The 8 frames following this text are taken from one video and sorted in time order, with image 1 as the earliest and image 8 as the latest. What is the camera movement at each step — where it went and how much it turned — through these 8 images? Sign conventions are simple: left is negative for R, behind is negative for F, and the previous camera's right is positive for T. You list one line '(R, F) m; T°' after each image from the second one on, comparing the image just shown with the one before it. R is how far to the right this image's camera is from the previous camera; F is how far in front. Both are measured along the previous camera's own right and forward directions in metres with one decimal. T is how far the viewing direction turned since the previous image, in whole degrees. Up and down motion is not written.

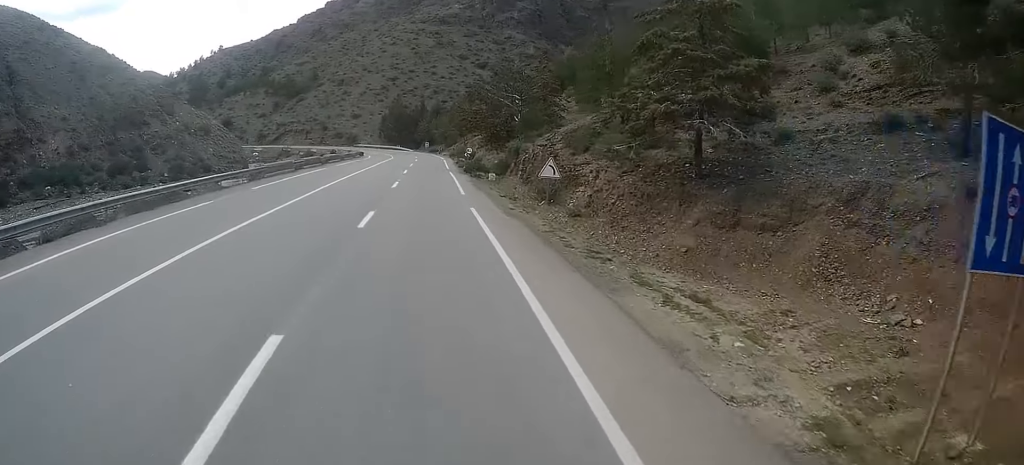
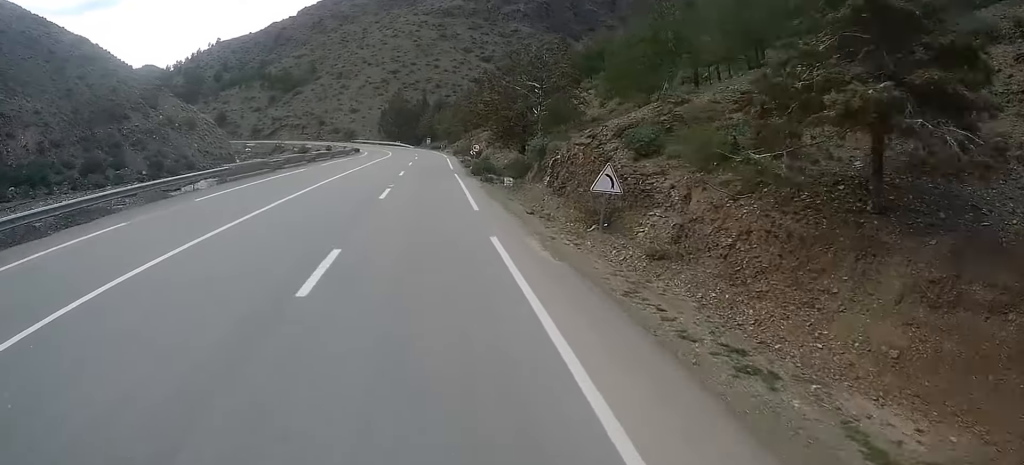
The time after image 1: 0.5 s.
(0.0, +7.6) m; 0°
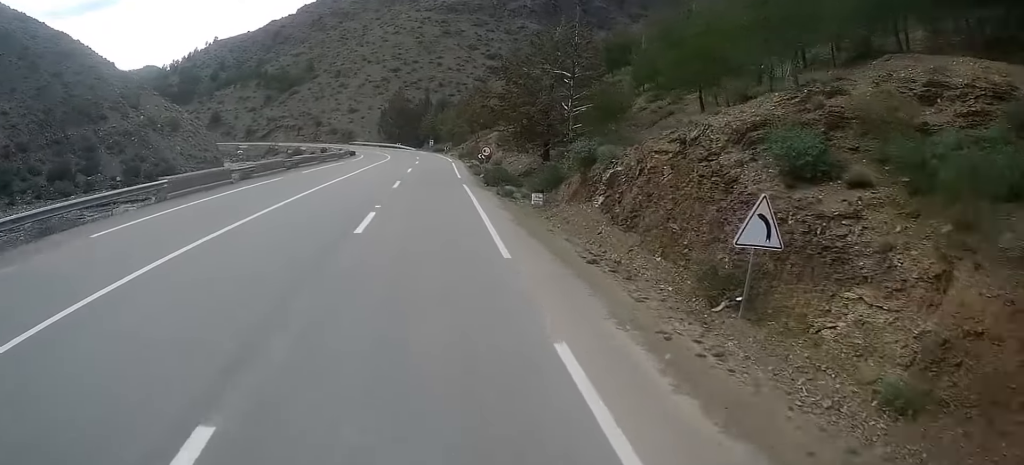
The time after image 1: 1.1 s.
(0.0, +8.2) m; 0°
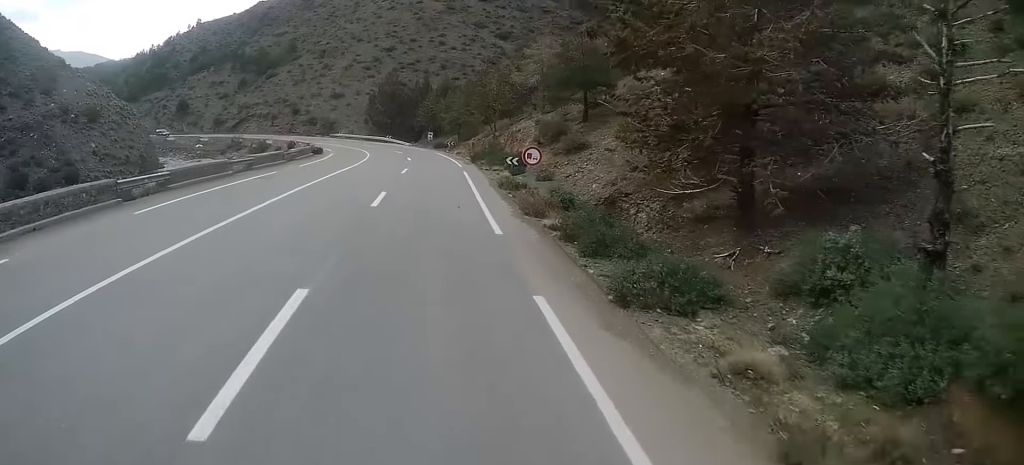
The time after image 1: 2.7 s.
(0.0, +24.0) m; +2°
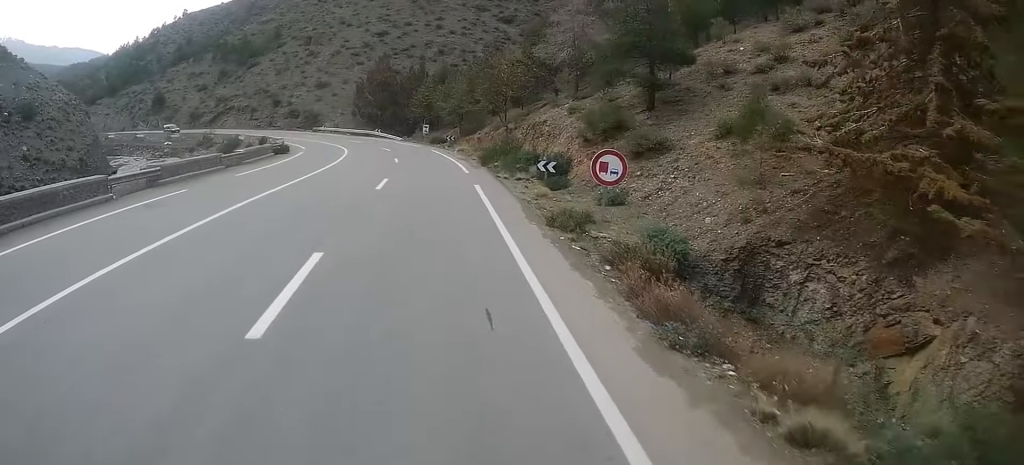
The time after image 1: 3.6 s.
(+0.3, +12.8) m; 0°
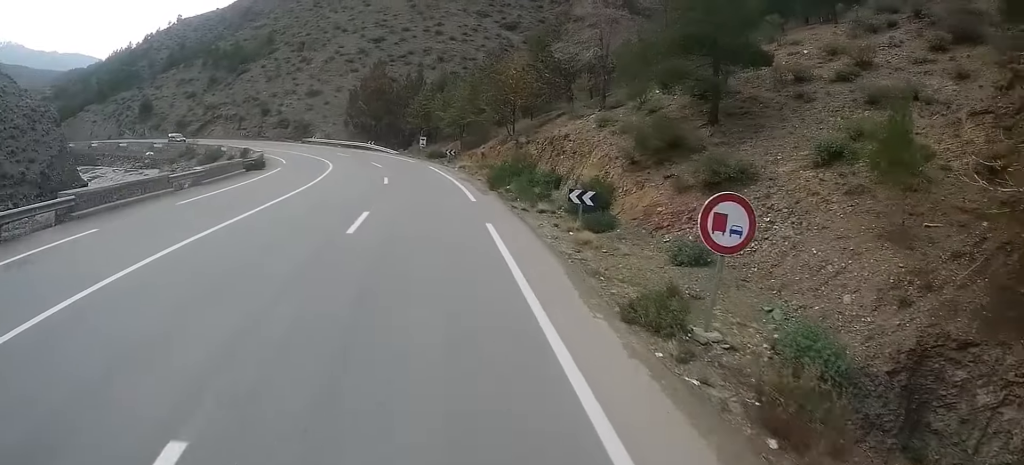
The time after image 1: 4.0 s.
(+0.1, +6.4) m; 0°
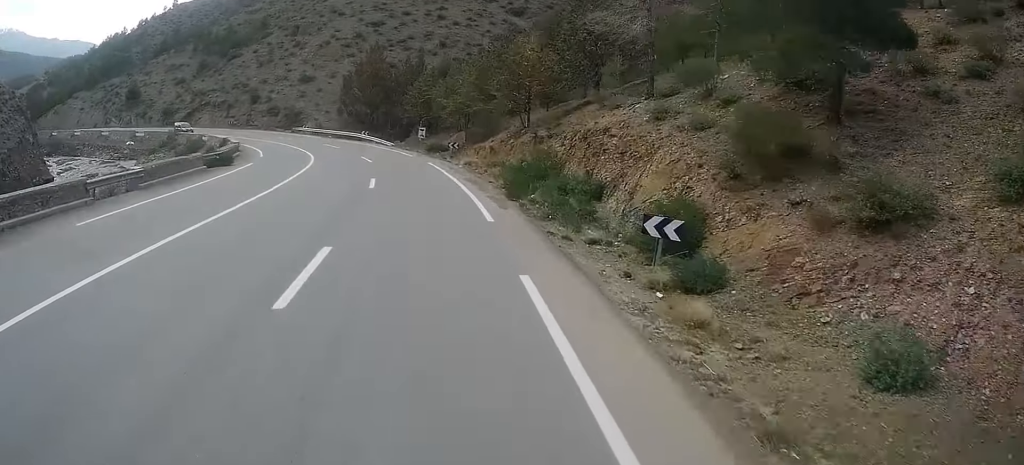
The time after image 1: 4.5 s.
(-0.2, +7.0) m; -2°
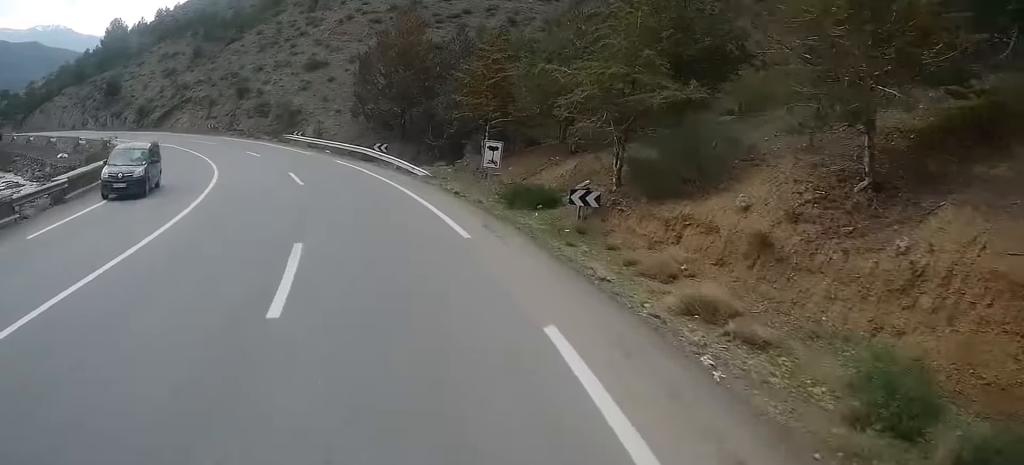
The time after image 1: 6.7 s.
(-1.6, +30.6) m; -8°
